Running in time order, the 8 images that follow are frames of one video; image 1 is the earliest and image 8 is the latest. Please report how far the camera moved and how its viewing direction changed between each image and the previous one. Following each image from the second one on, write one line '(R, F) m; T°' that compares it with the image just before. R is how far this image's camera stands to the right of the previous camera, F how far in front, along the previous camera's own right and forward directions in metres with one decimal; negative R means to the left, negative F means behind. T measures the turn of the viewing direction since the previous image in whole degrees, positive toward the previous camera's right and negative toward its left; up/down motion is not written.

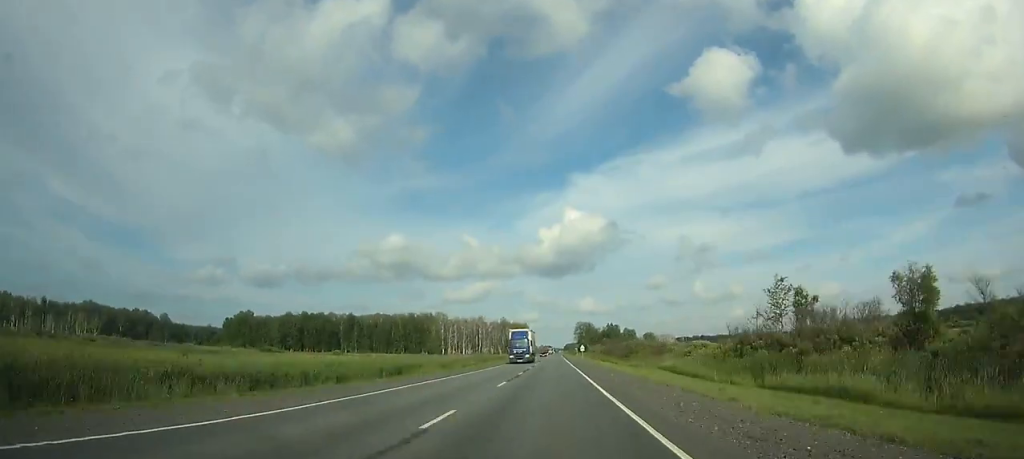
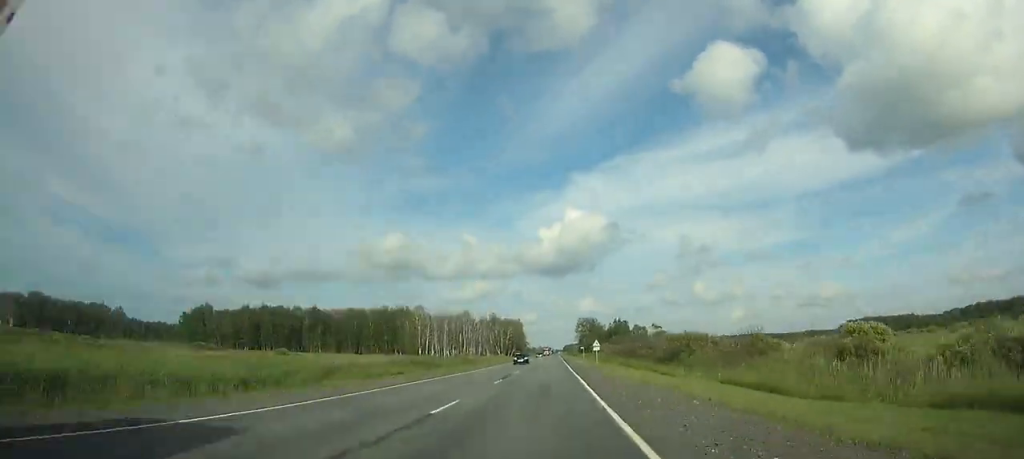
(0.0, +44.4) m; 0°
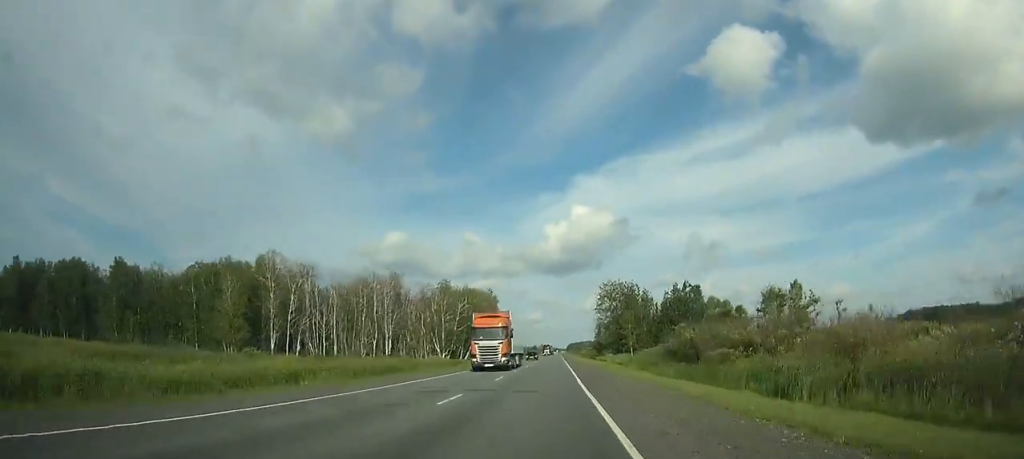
(-0.4, +125.5) m; 0°
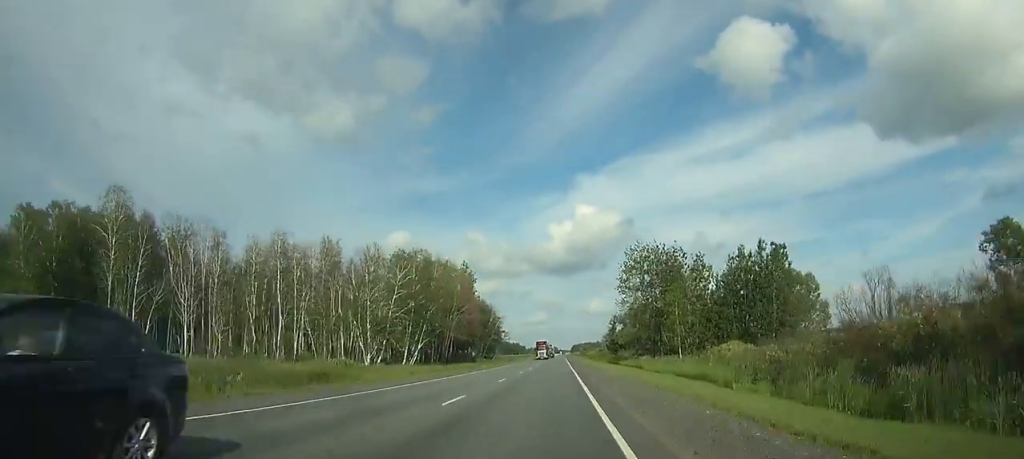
(+0.4, +45.3) m; +1°
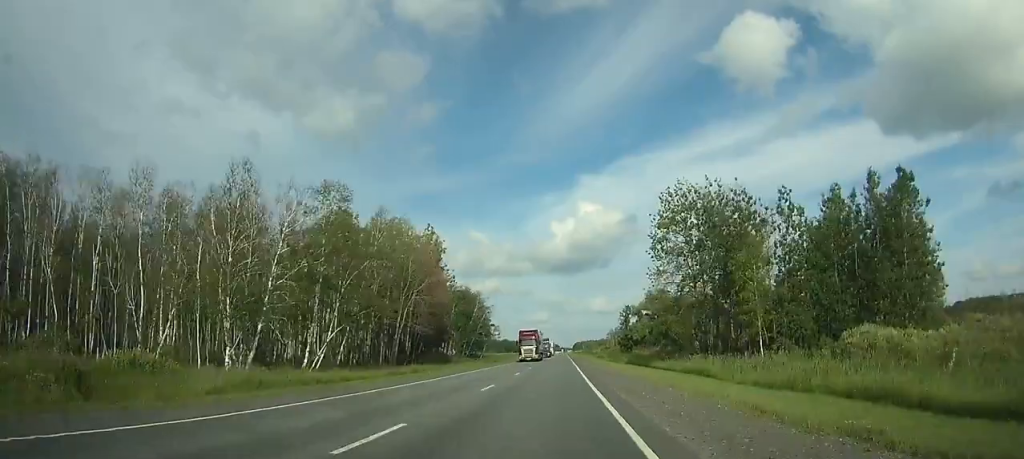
(+0.4, +31.5) m; -1°
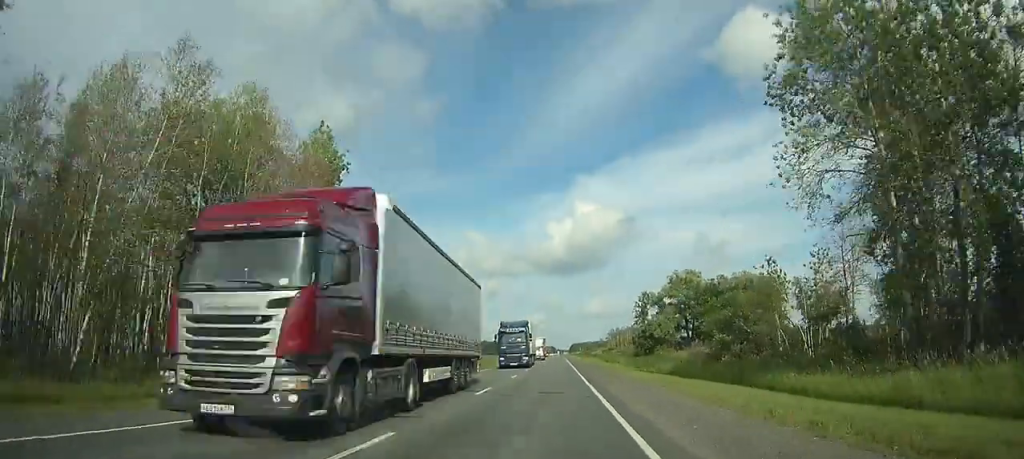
(+1.4, +38.3) m; -2°
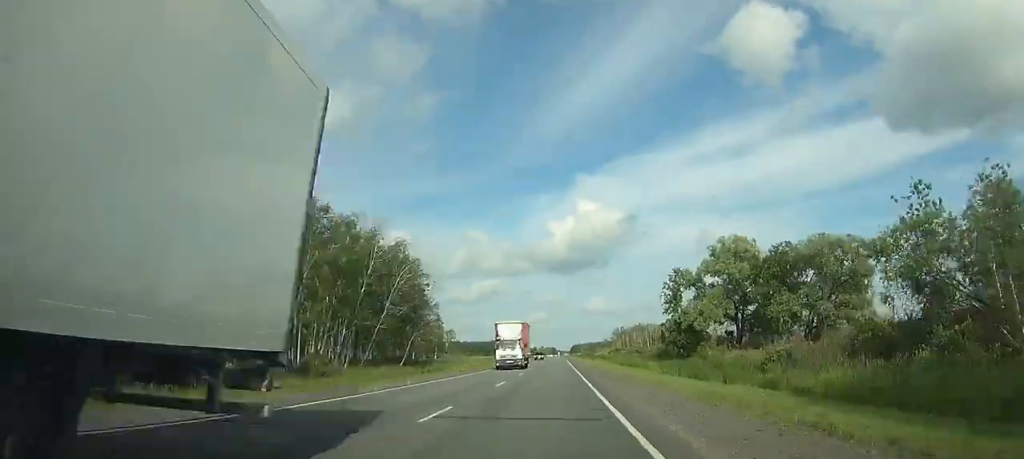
(-2.4, +32.5) m; -1°
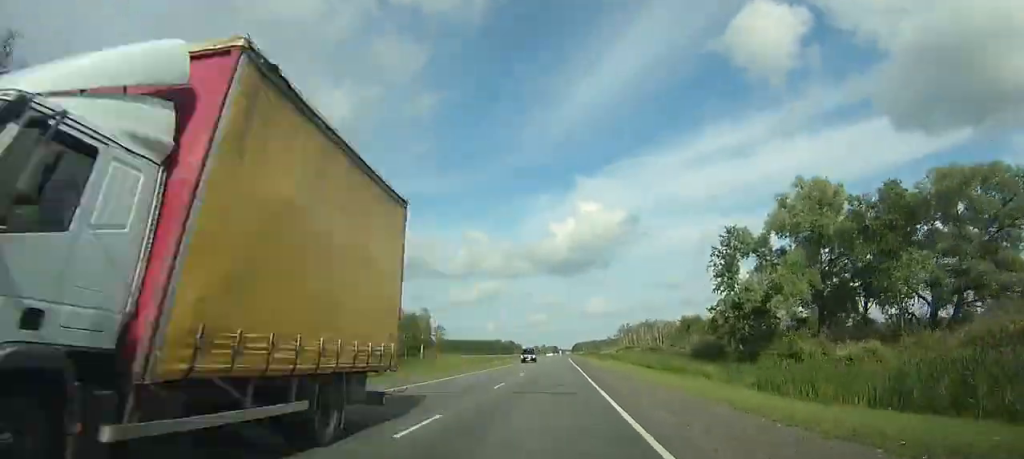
(-1.2, +26.8) m; -1°
